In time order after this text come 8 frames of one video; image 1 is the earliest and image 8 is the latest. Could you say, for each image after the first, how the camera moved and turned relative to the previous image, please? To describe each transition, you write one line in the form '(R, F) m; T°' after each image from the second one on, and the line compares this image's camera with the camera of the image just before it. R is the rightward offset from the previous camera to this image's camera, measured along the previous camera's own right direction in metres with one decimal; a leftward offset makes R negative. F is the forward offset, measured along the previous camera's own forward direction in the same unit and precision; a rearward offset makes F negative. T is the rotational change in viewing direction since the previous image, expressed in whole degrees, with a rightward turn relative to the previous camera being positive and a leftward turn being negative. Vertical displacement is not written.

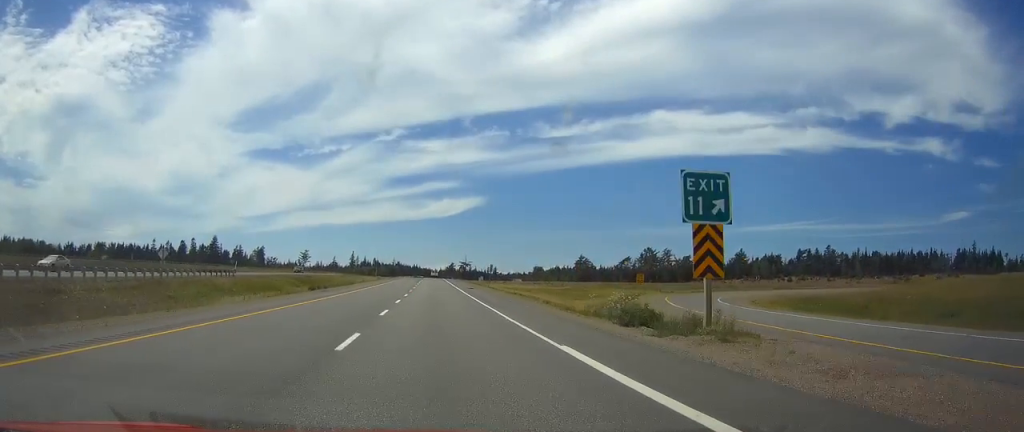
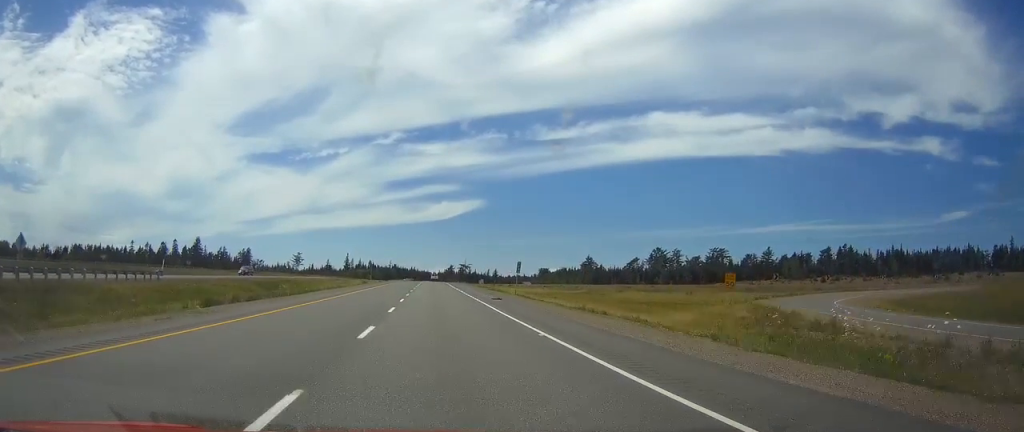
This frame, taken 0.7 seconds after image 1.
(-0.1, +24.9) m; 0°
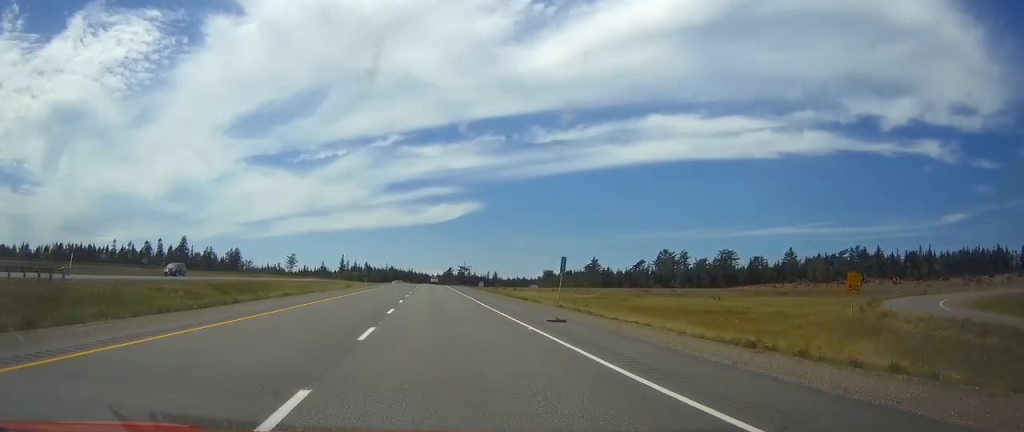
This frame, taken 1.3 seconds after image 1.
(+0.1, +18.1) m; 0°
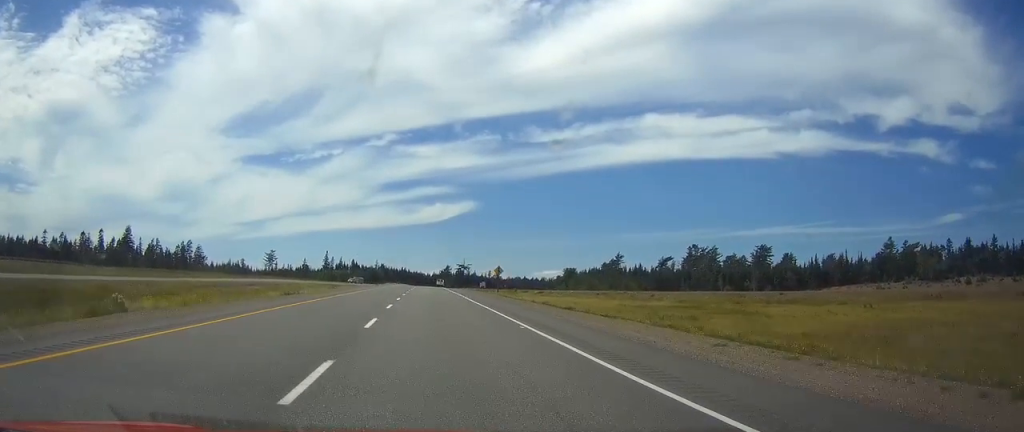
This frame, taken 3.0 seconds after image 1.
(+0.1, +59.8) m; 0°
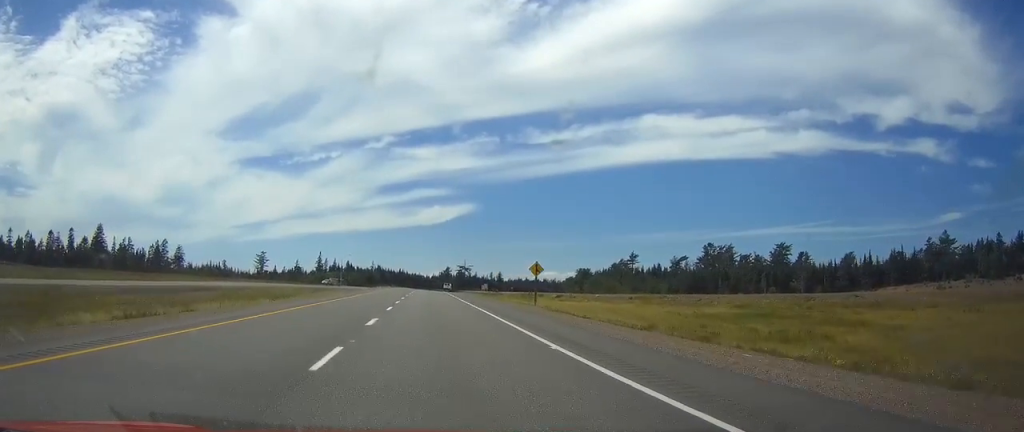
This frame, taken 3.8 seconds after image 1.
(0.0, +24.8) m; 0°
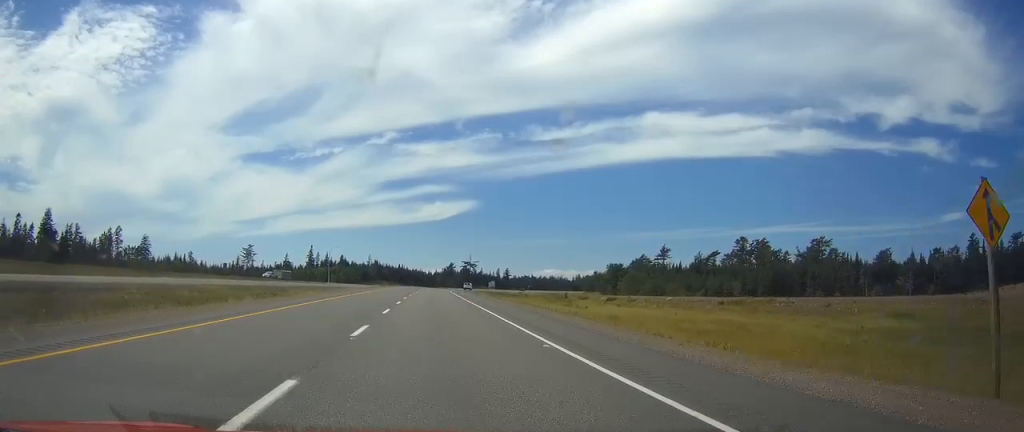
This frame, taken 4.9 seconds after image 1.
(0.0, +39.5) m; 0°
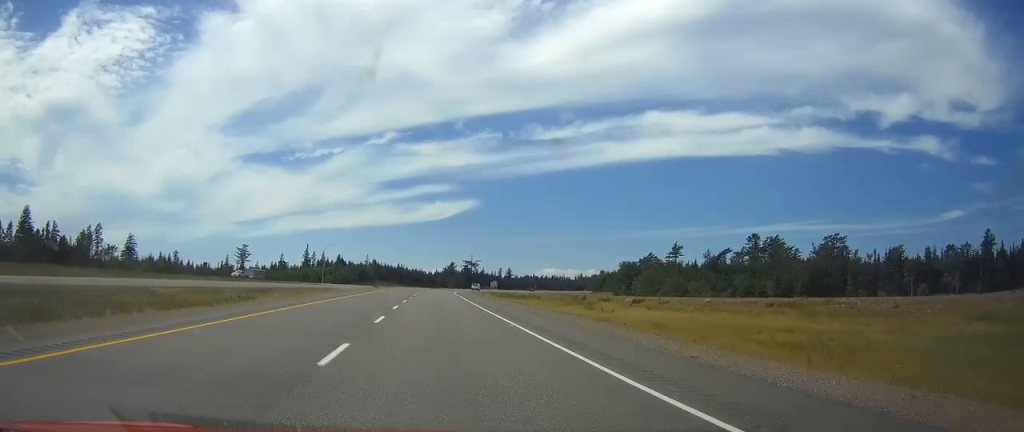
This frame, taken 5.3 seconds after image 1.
(0.0, +13.5) m; 0°
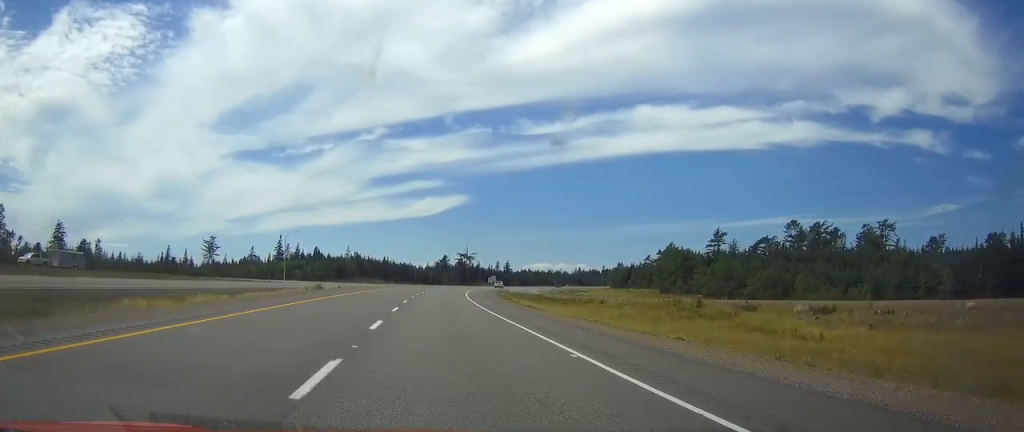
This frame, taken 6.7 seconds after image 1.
(0.0, +47.5) m; 0°
